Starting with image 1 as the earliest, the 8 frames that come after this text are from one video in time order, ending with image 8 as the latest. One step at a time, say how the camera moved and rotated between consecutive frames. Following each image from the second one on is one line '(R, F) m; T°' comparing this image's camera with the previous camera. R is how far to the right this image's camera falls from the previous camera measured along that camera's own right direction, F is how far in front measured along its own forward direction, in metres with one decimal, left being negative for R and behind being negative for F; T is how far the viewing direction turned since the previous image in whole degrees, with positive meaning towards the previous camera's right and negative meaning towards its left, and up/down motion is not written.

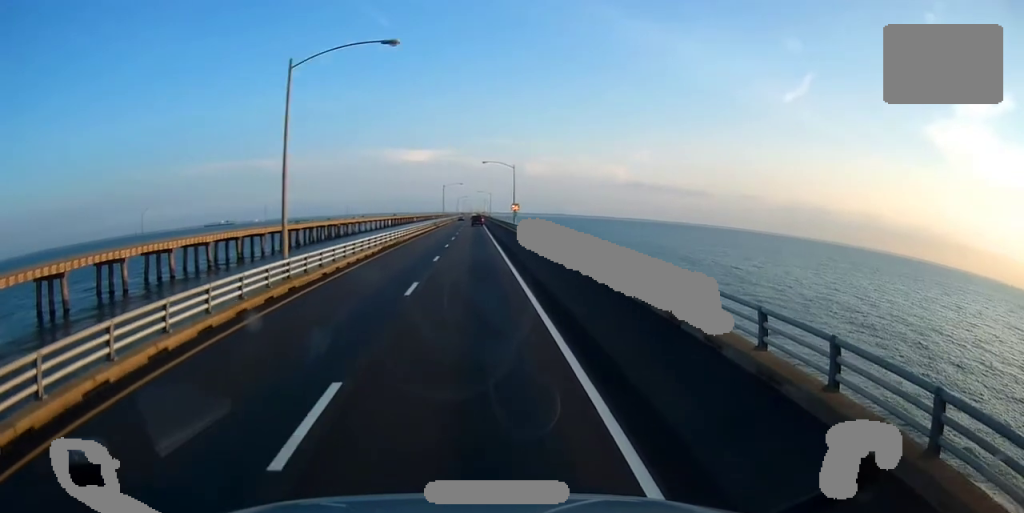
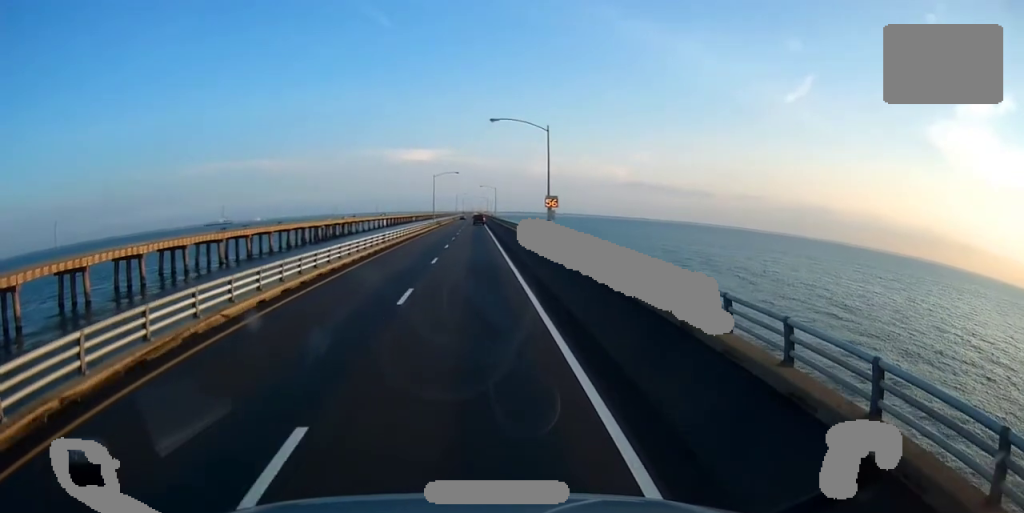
(-0.2, +37.5) m; 0°
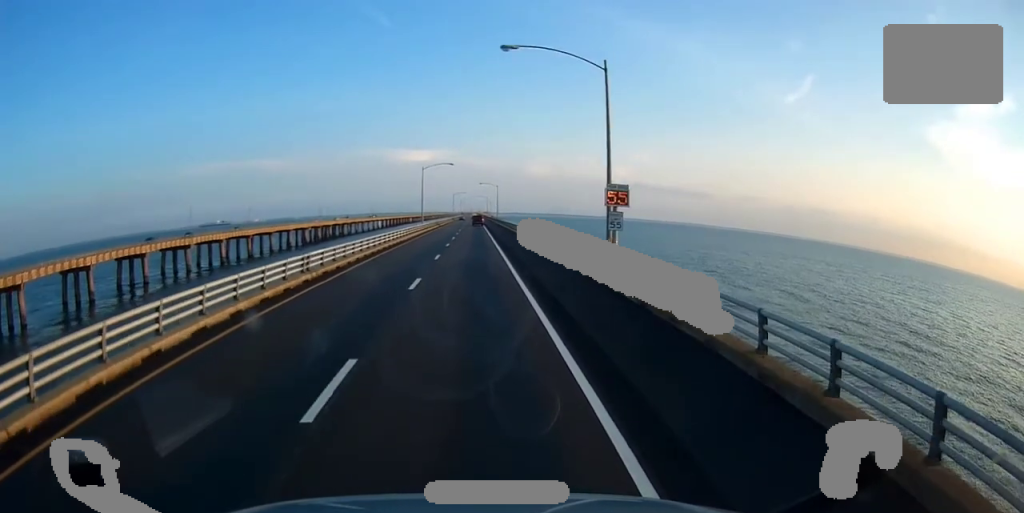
(0.0, +20.9) m; 0°
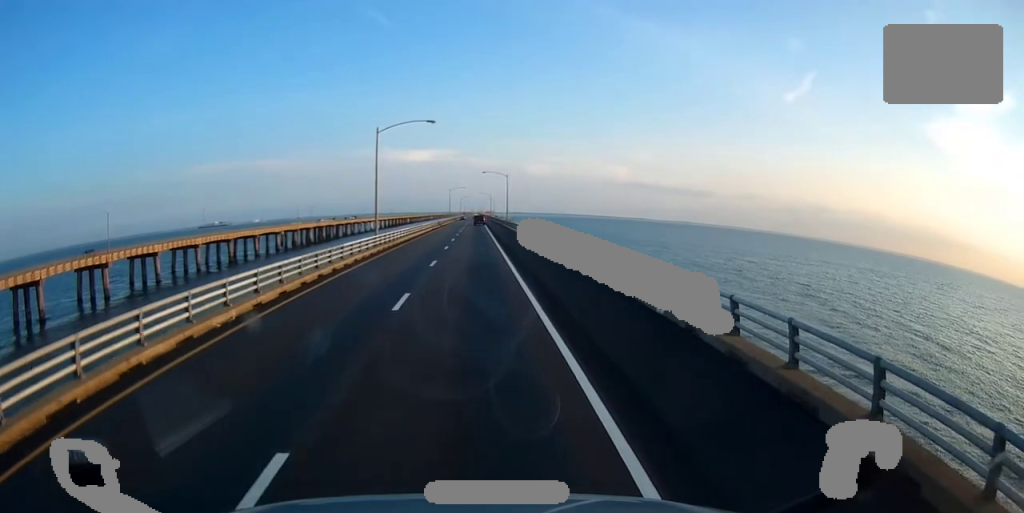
(-0.1, +40.0) m; 0°
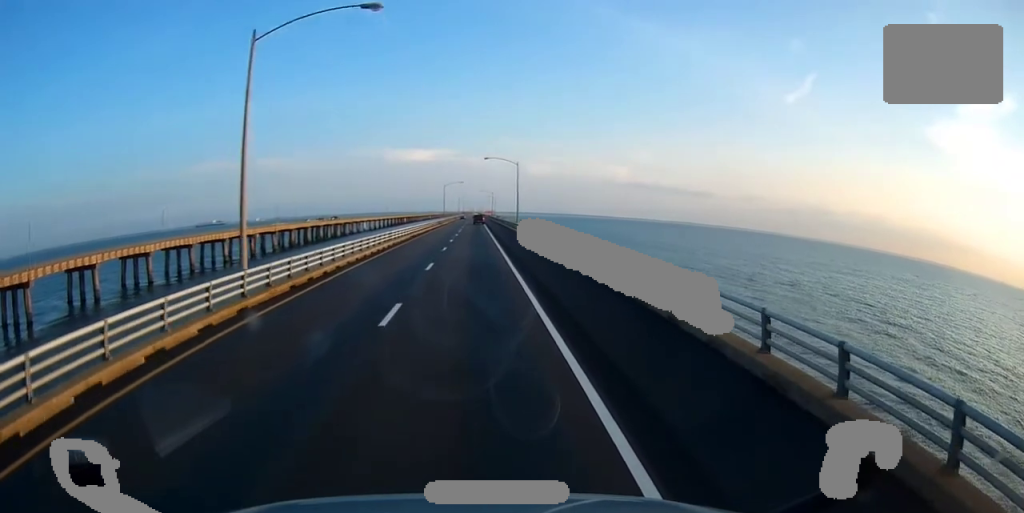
(+0.1, +26.1) m; -1°
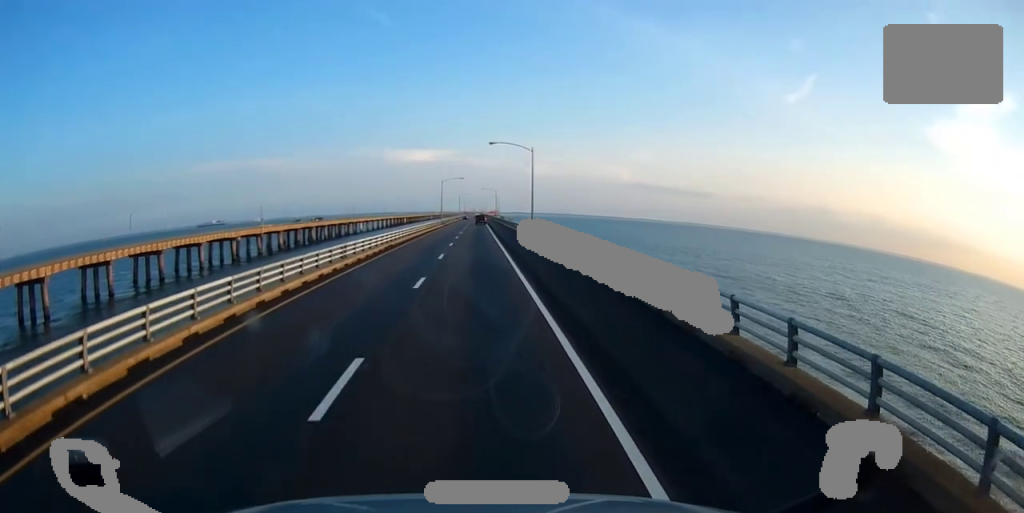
(-0.3, +18.1) m; 0°
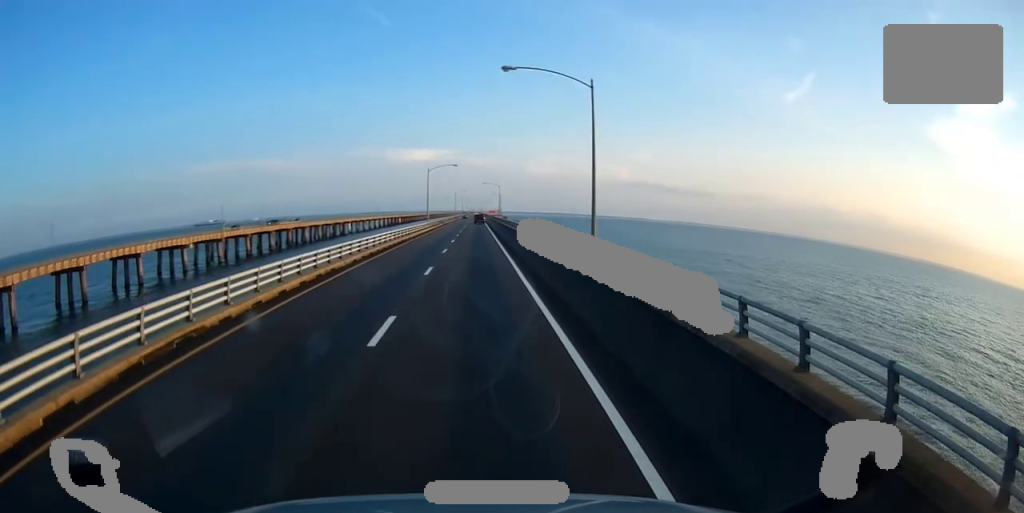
(+0.3, +32.2) m; +1°
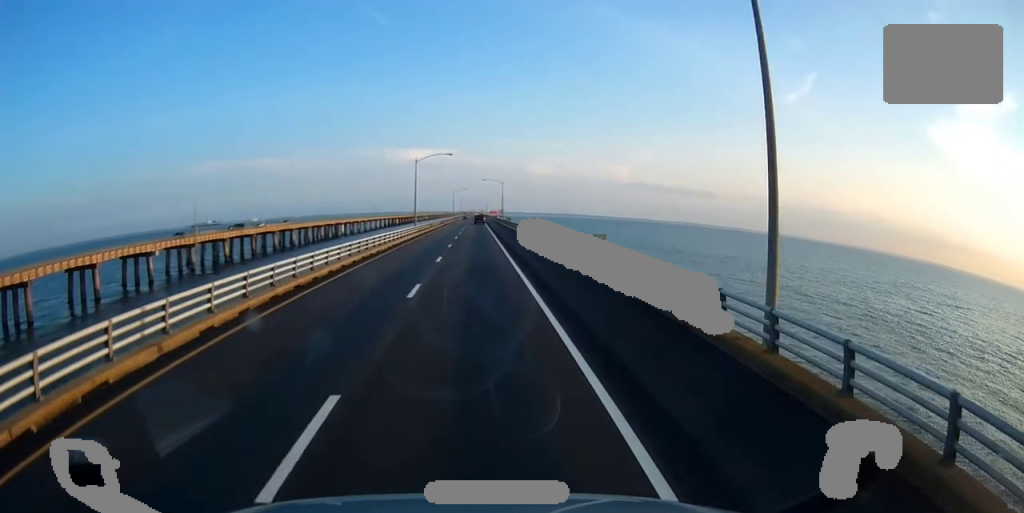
(-0.1, +18.3) m; 0°
